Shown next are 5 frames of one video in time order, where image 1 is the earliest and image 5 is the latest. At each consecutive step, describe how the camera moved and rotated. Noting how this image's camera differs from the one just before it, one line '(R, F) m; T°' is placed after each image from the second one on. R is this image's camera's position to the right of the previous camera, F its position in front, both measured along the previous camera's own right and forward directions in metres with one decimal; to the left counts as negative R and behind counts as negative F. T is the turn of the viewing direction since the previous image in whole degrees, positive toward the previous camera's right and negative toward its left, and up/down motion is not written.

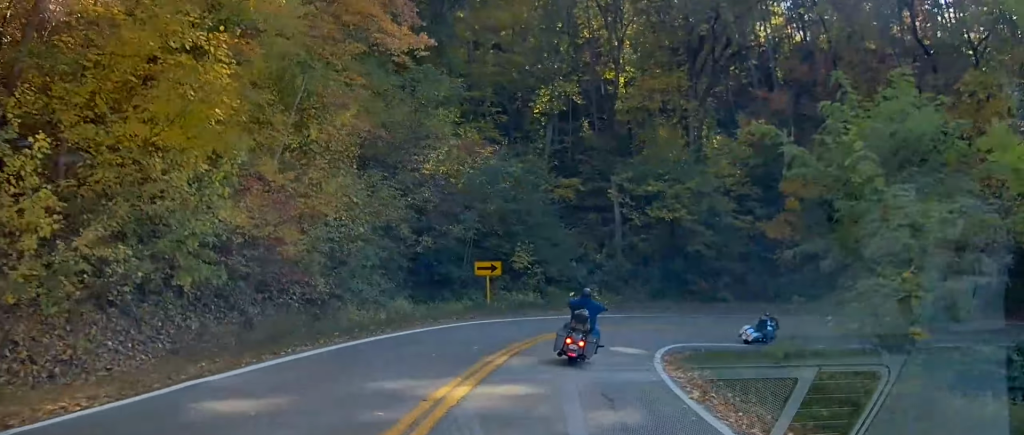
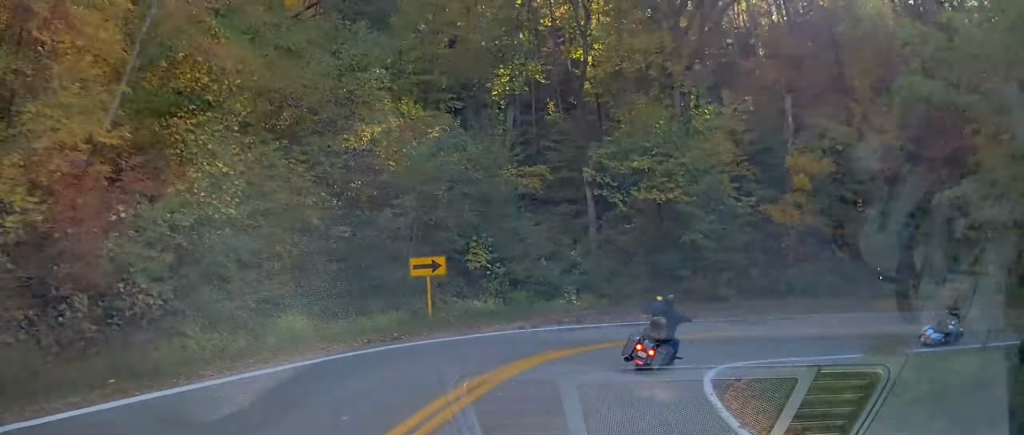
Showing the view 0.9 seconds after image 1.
(+0.1, +8.6) m; +5°
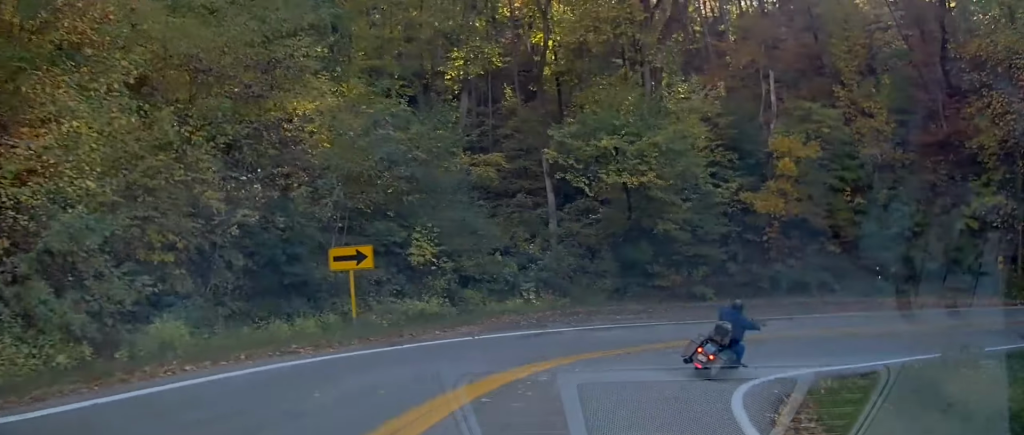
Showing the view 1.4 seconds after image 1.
(-0.1, +4.5) m; +4°
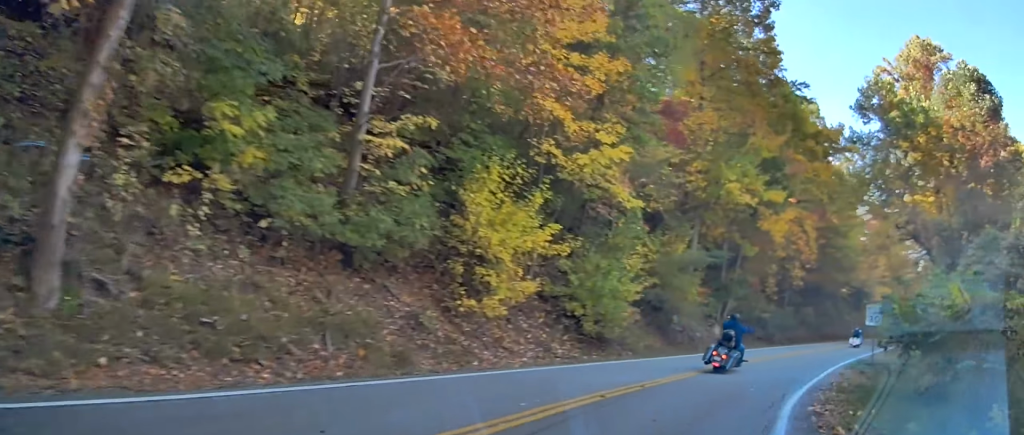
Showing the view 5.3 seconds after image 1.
(+7.8, +23.5) m; +86°
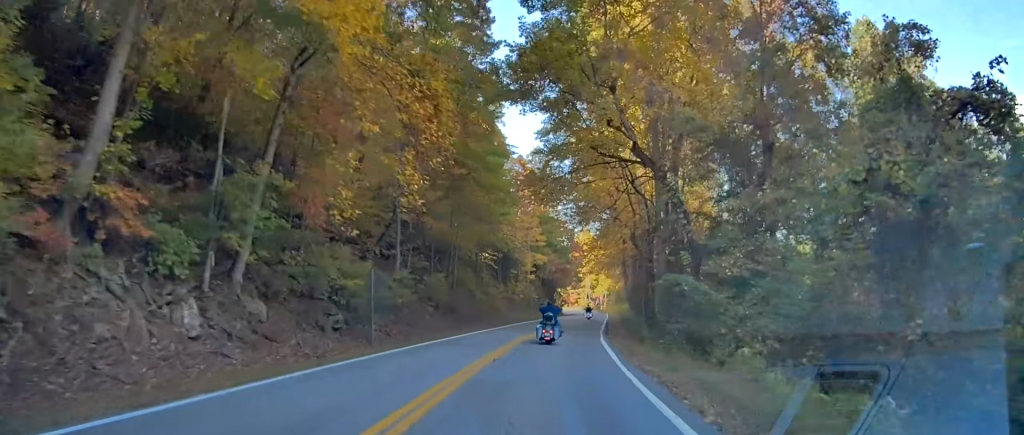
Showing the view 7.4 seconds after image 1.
(+15.2, +15.7) m; +46°
